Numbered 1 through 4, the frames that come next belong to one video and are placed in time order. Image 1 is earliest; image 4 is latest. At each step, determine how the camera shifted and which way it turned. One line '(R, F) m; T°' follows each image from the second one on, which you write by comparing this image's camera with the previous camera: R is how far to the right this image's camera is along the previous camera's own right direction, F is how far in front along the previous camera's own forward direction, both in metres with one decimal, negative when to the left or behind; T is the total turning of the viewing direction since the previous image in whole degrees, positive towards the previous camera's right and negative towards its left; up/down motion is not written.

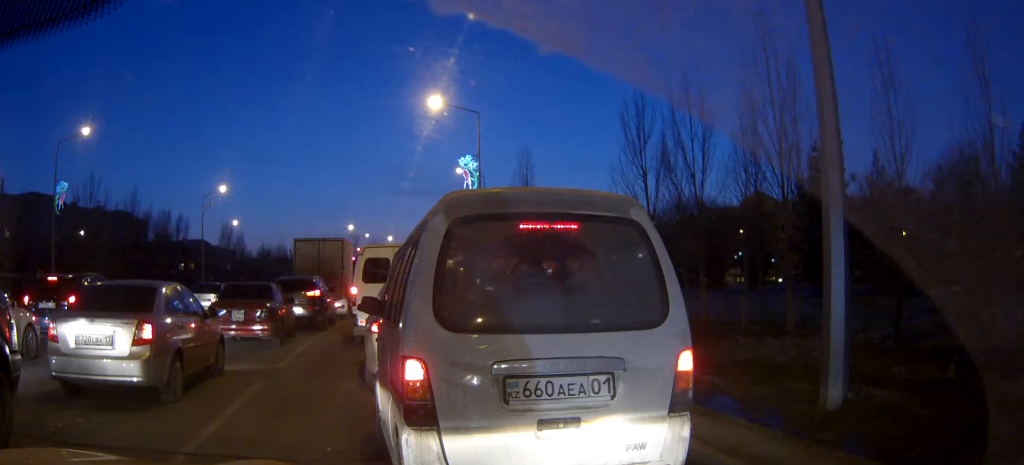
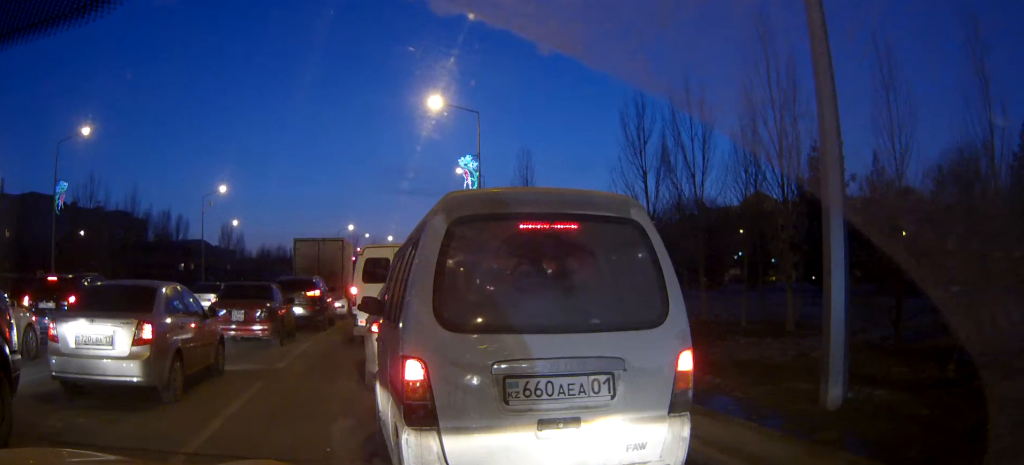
(0.0, 0.0) m; 0°
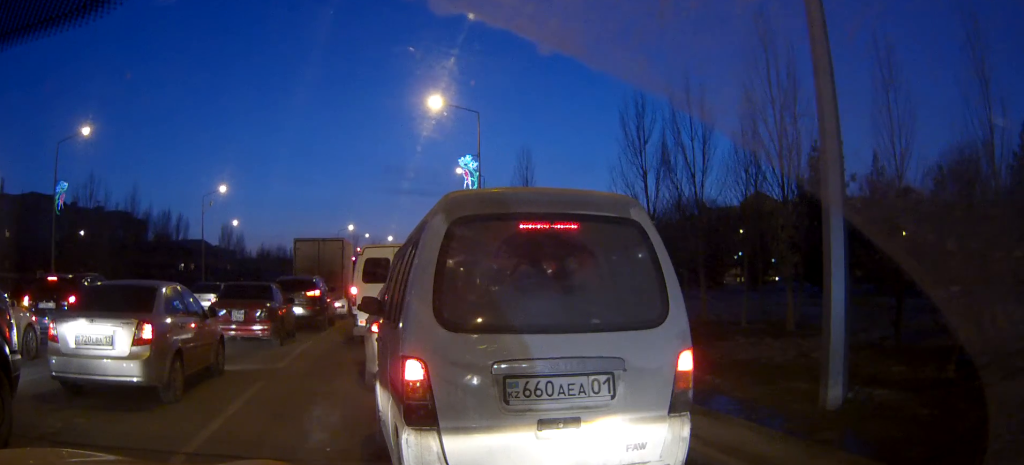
(0.0, 0.0) m; 0°
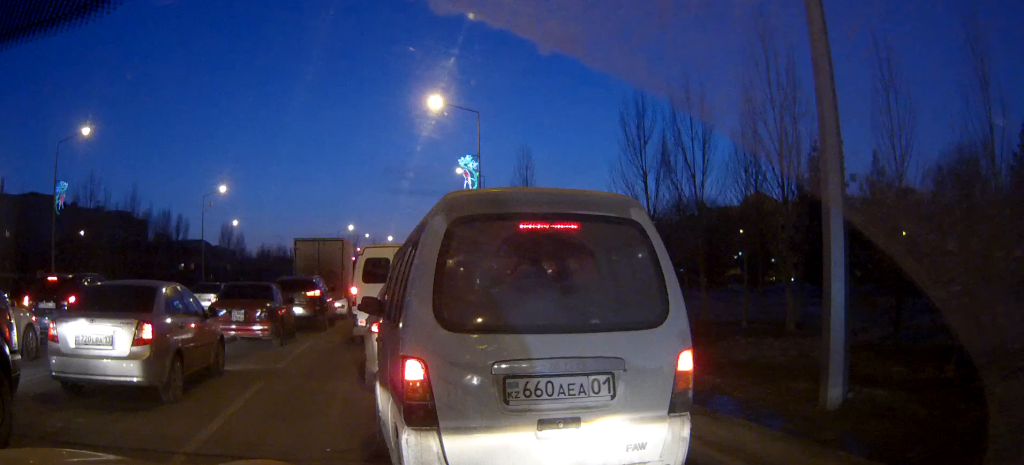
(0.0, 0.0) m; 0°
